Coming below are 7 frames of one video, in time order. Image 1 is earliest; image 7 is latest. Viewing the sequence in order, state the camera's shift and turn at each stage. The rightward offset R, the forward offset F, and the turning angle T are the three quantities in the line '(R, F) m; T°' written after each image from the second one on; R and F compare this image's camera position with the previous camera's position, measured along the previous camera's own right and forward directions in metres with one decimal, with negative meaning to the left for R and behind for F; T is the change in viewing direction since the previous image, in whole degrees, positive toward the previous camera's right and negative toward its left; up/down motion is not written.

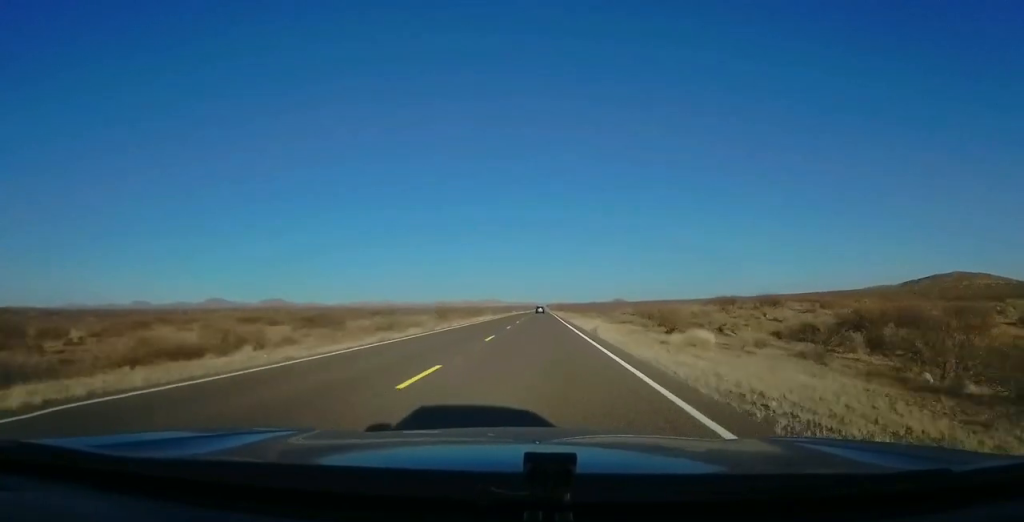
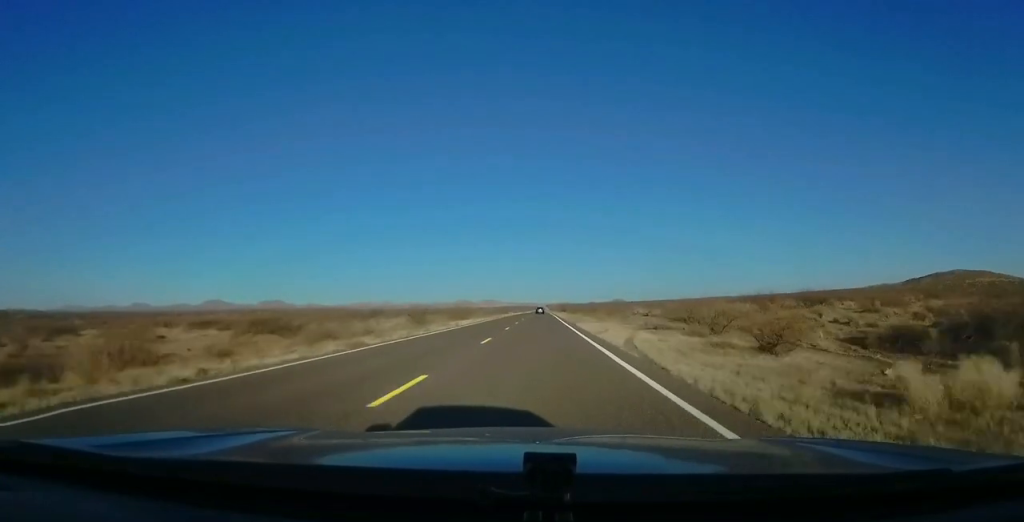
(0.0, +13.6) m; 0°
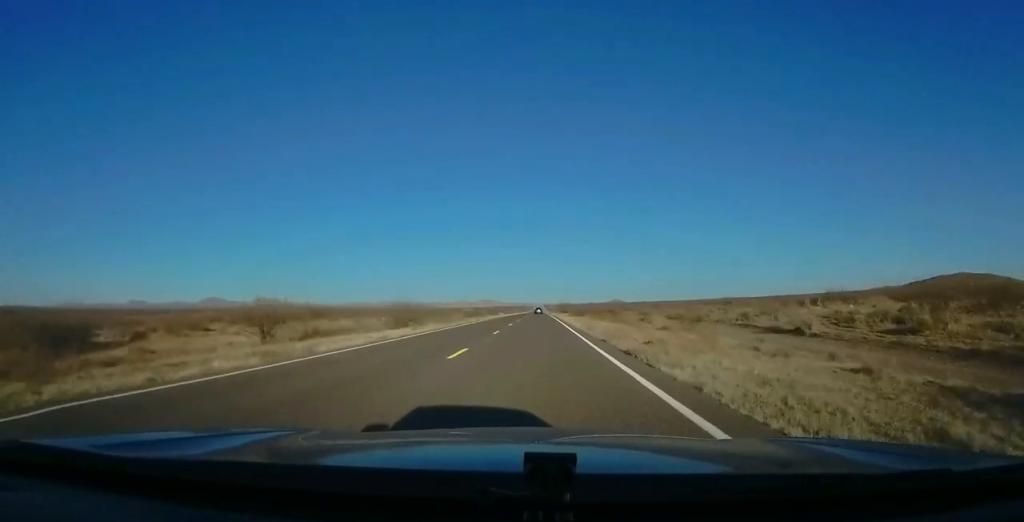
(+0.3, +29.9) m; 0°
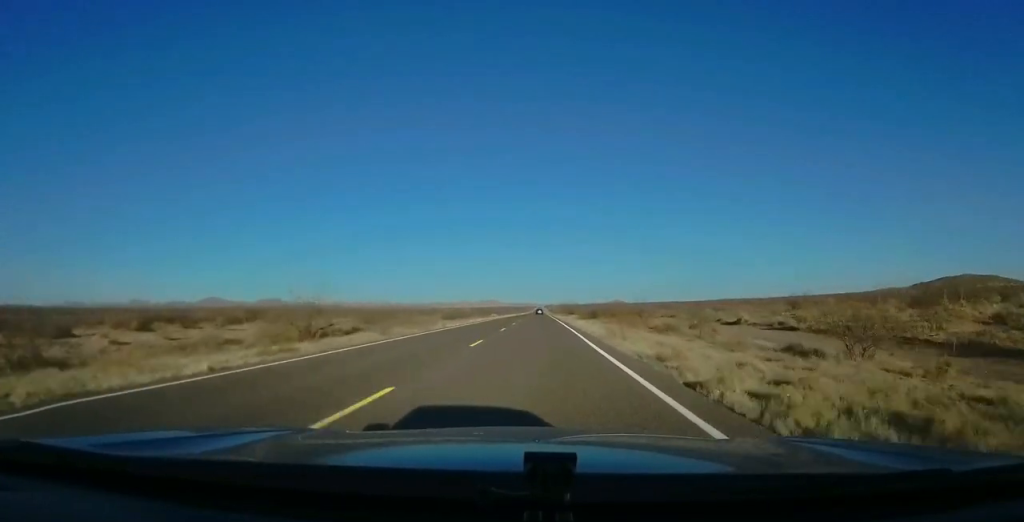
(+0.1, +20.2) m; 0°
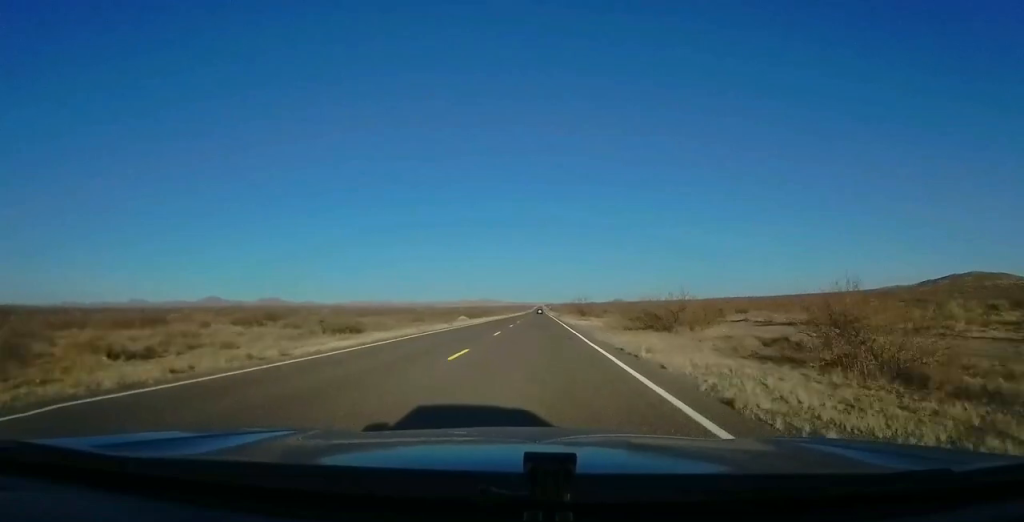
(+0.5, +40.4) m; +2°
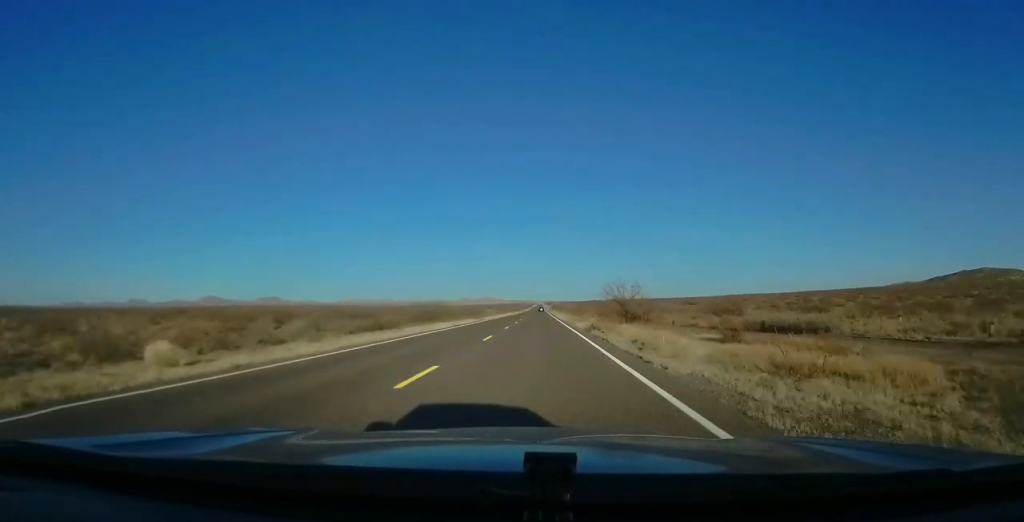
(-0.3, +53.3) m; -1°
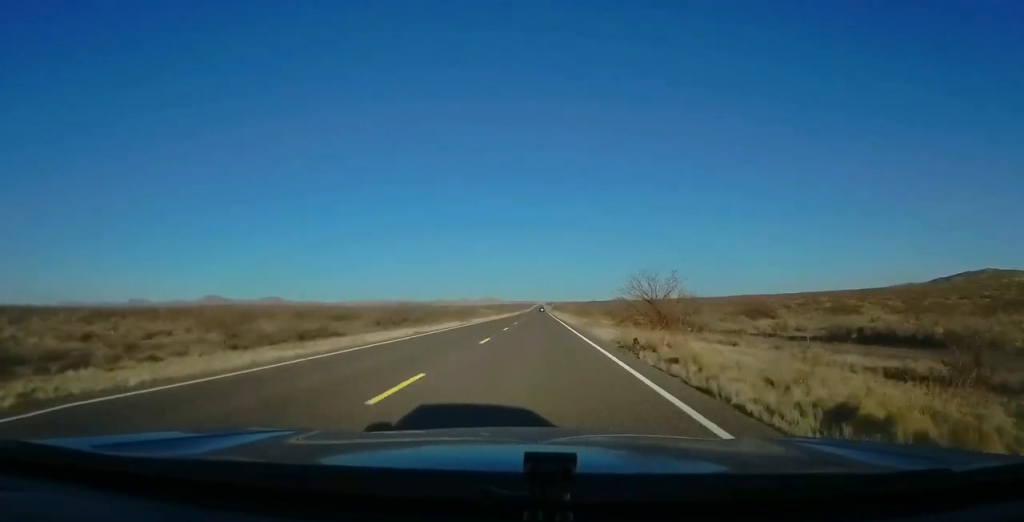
(0.0, +13.6) m; 0°
